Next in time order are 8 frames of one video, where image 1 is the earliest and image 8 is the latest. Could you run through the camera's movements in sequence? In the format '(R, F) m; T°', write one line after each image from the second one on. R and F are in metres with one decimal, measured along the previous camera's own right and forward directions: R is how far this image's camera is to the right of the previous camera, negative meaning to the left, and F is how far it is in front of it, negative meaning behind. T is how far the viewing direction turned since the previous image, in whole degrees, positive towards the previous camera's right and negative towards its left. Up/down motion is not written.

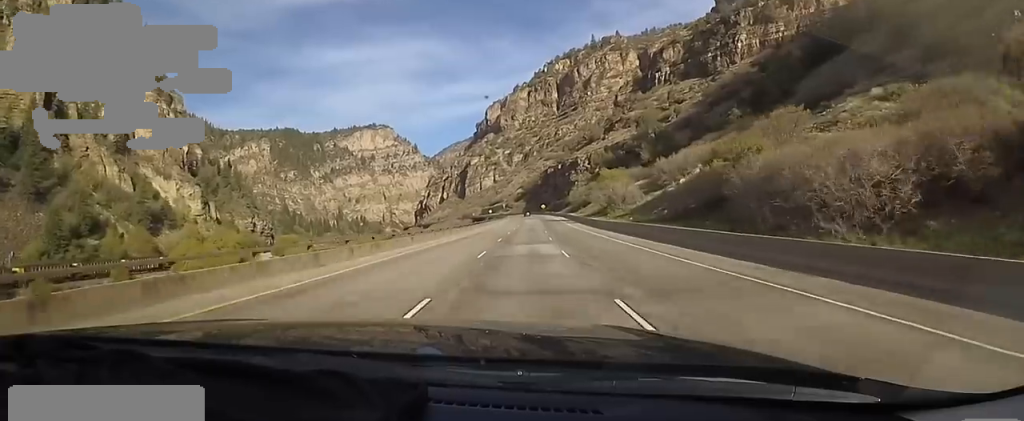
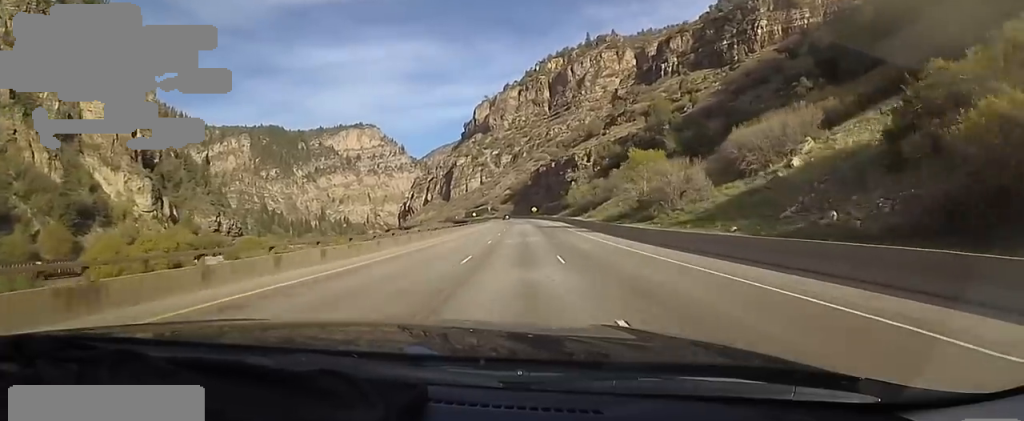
(+0.1, +26.5) m; +1°
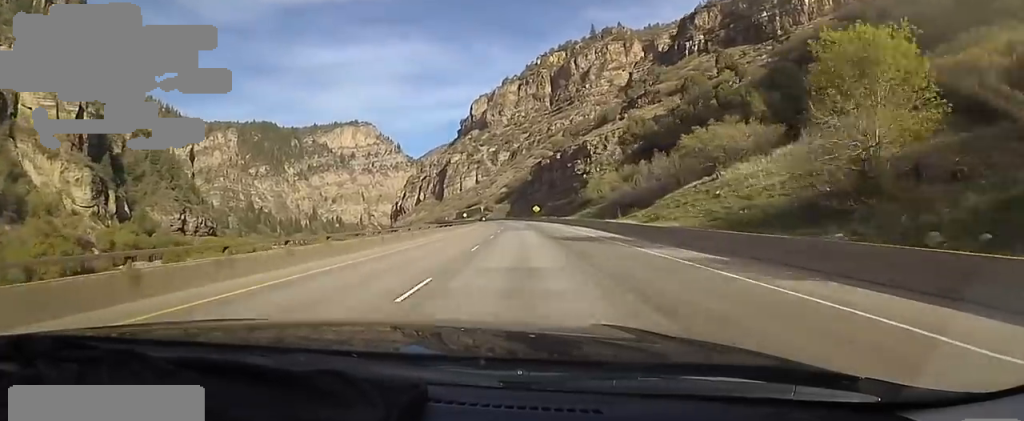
(+1.2, +33.0) m; +3°
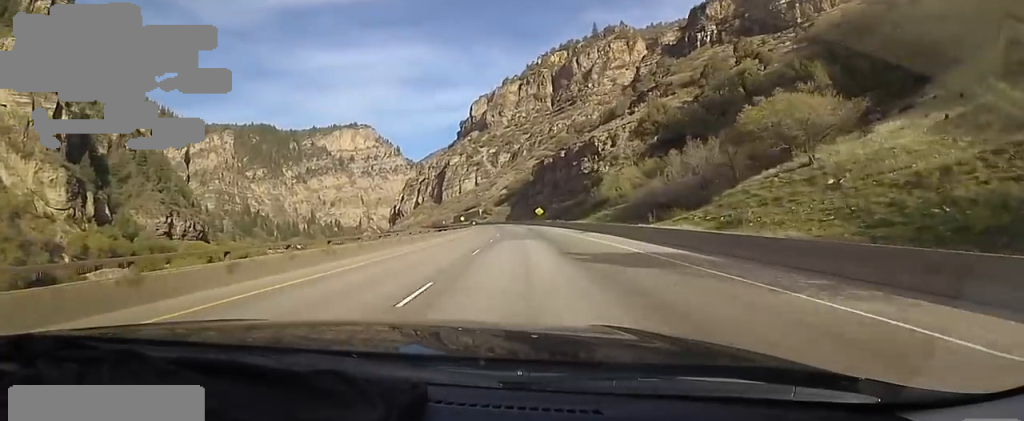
(+0.4, +12.4) m; 0°
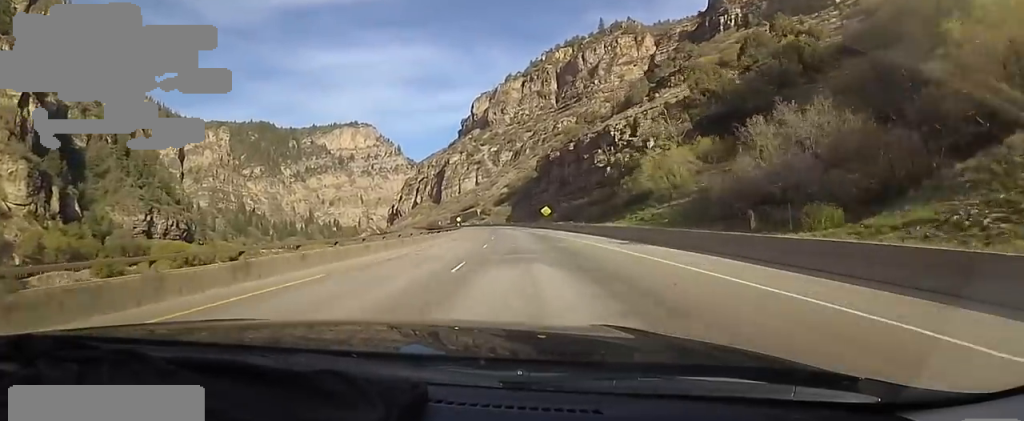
(-0.6, +17.9) m; -2°
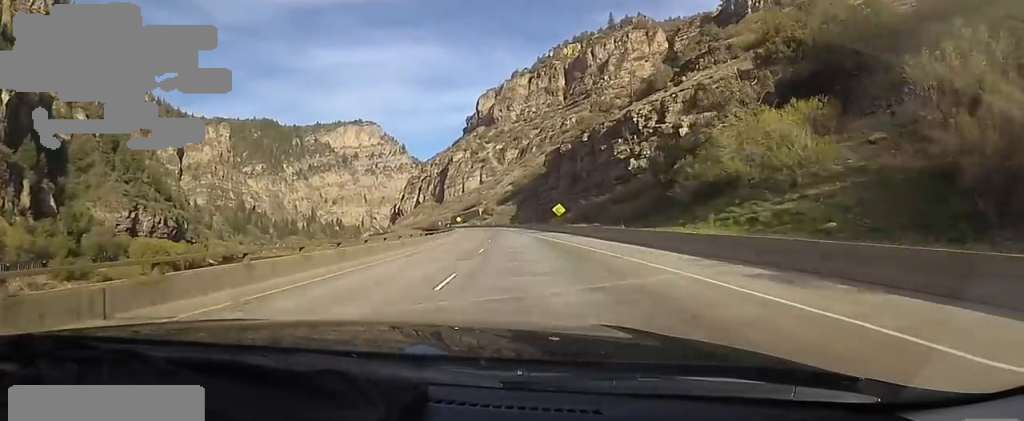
(-0.2, +16.2) m; -1°
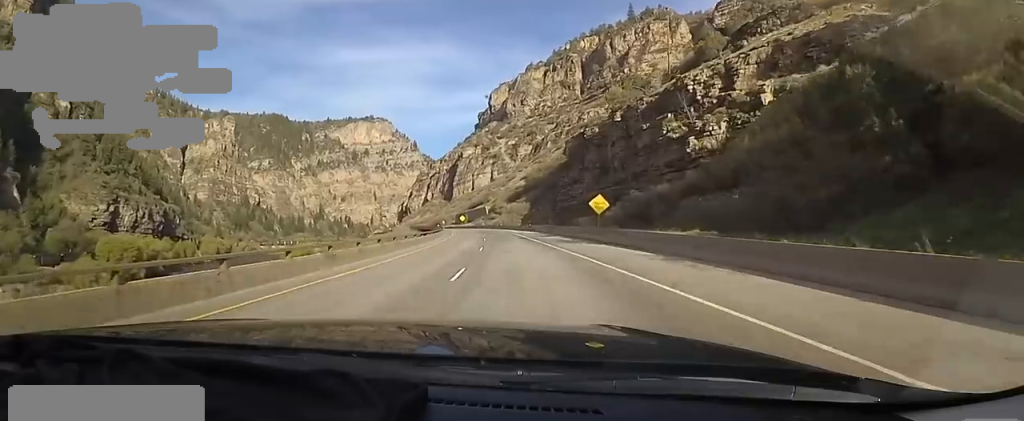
(-0.1, +22.7) m; -2°
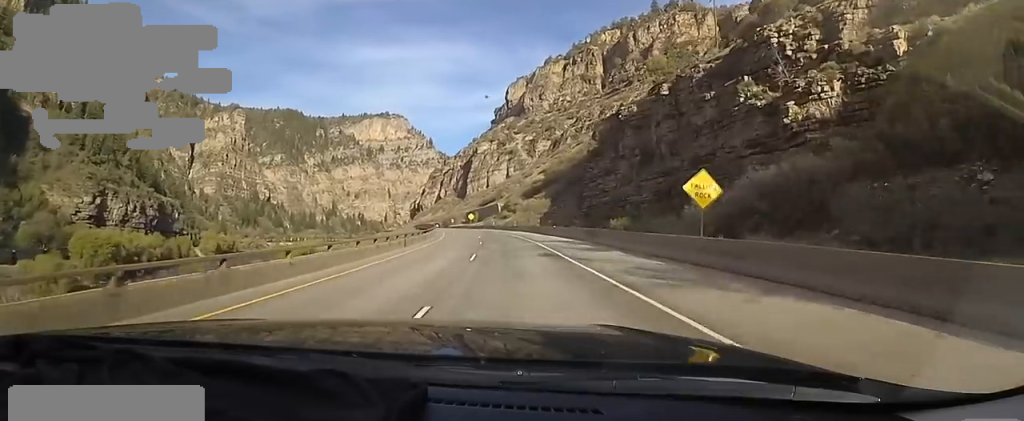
(-0.1, +18.8) m; -3°
